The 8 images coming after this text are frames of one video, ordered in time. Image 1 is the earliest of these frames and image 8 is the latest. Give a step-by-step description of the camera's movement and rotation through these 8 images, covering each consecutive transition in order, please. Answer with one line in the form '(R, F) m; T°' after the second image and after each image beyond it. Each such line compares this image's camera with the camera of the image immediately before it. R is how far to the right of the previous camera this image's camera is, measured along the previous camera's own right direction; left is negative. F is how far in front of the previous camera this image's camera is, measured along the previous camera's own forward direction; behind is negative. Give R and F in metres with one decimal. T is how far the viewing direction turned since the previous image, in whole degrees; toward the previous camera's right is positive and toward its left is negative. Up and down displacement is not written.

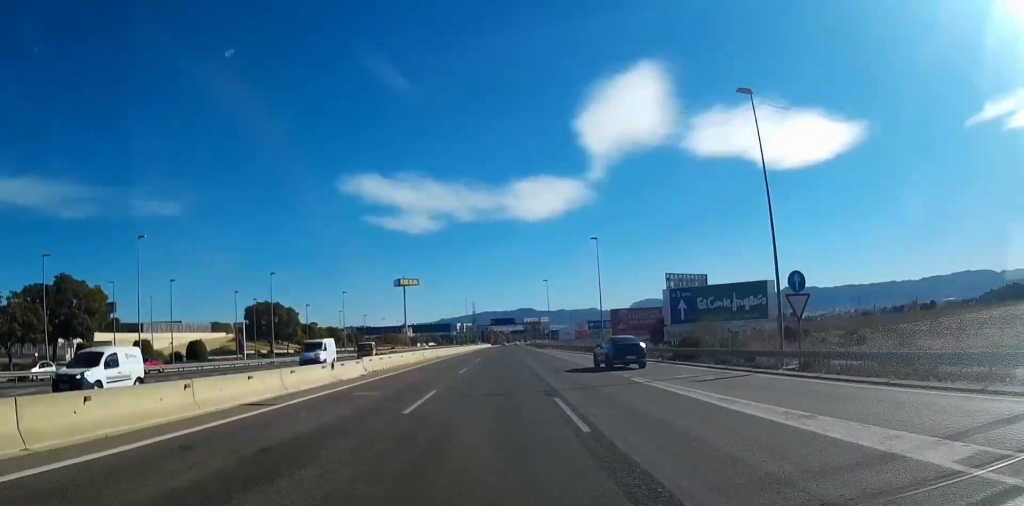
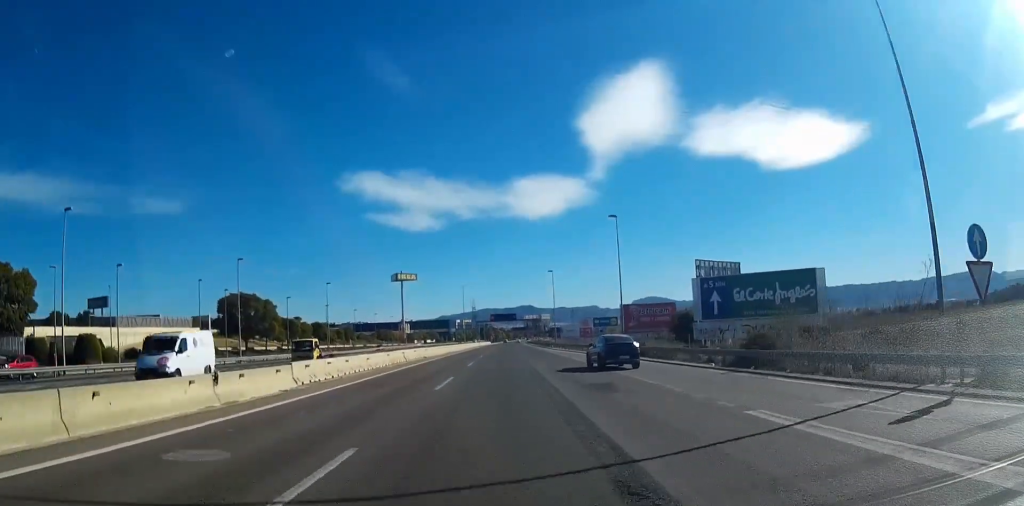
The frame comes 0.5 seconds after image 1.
(-0.1, +11.2) m; 0°
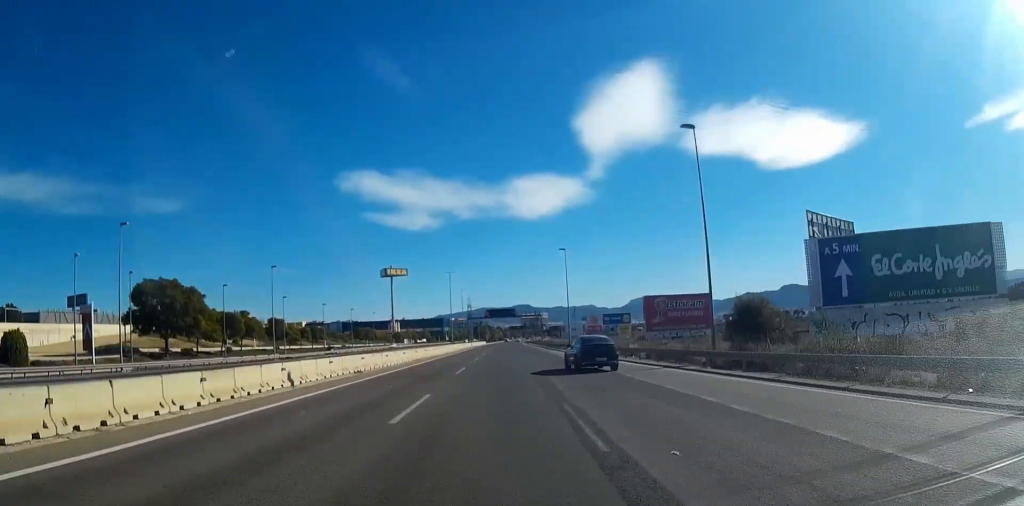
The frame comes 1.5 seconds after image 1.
(+0.1, +24.7) m; 0°
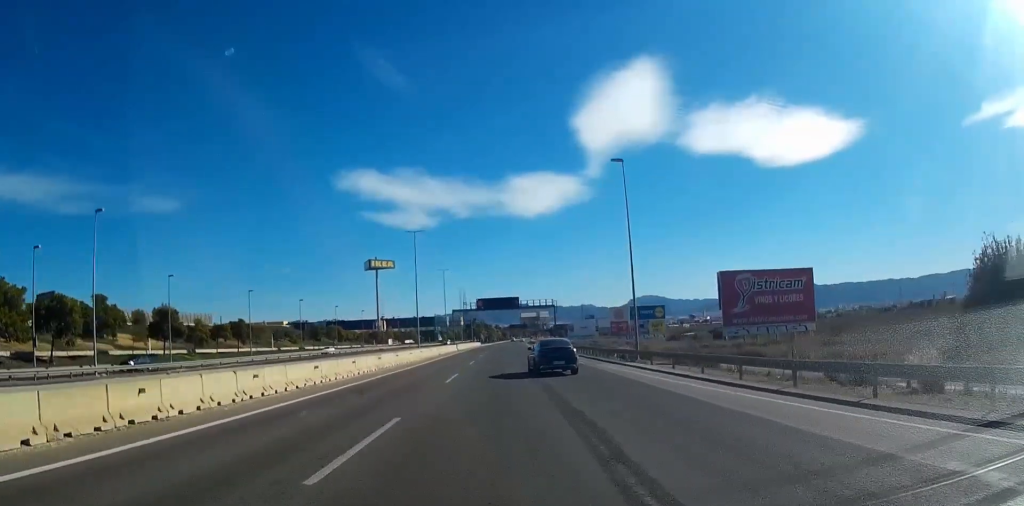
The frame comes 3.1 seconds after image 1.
(+0.1, +38.5) m; +1°
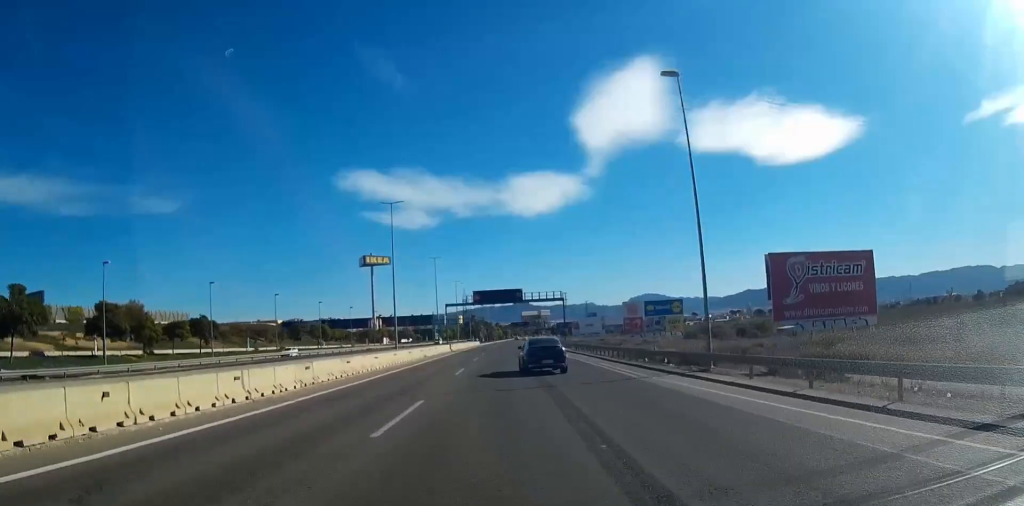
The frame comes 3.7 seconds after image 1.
(+0.1, +13.3) m; 0°
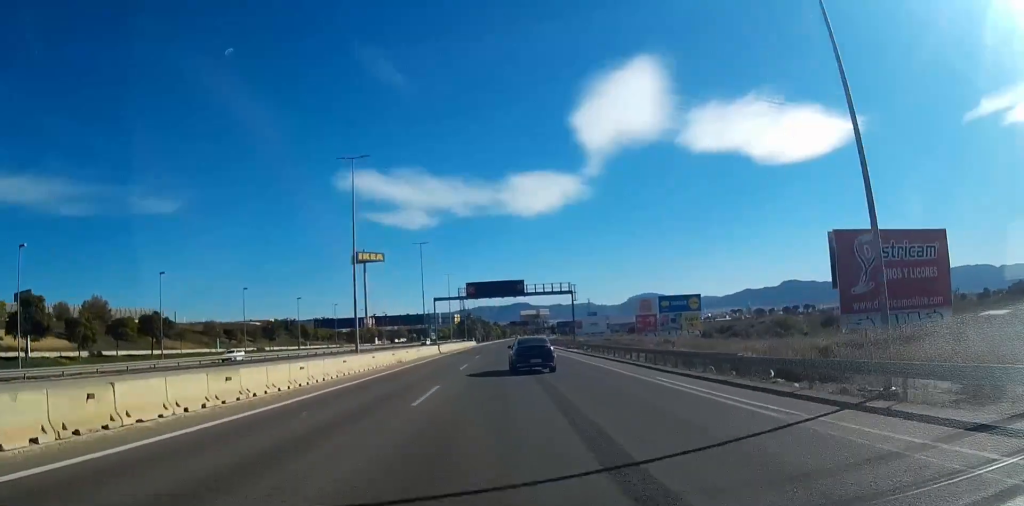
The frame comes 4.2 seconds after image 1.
(0.0, +12.4) m; 0°
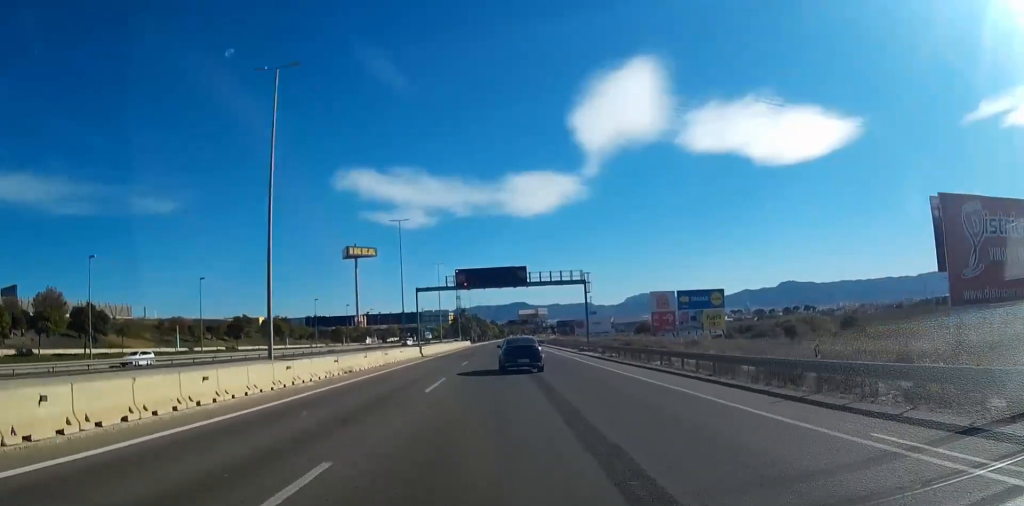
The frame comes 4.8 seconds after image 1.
(0.0, +13.2) m; 0°
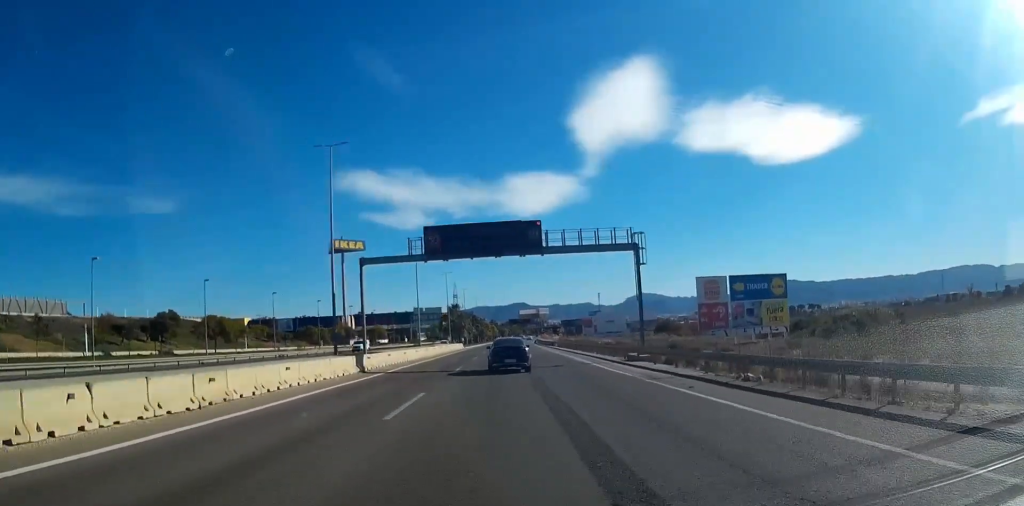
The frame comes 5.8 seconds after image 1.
(0.0, +23.2) m; 0°
